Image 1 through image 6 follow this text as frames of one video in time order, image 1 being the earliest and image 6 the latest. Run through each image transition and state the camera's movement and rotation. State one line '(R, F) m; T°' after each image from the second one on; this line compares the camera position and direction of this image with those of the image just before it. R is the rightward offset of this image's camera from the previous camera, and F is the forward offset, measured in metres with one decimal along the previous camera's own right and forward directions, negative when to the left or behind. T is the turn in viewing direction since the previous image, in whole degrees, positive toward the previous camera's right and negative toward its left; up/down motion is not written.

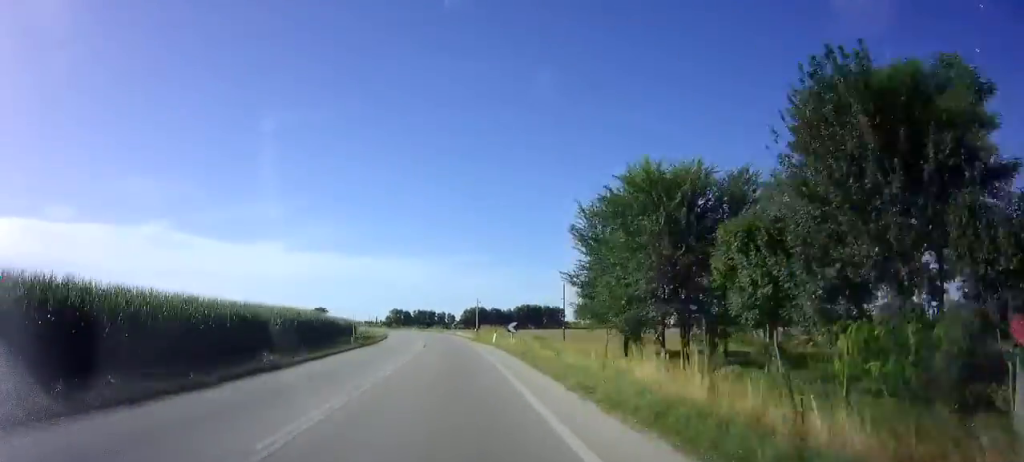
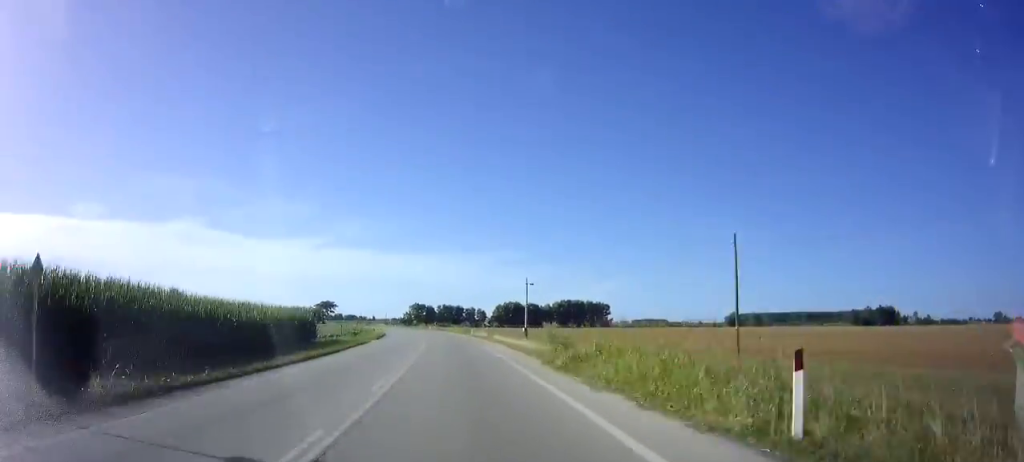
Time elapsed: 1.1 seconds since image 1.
(-0.7, +33.2) m; -3°
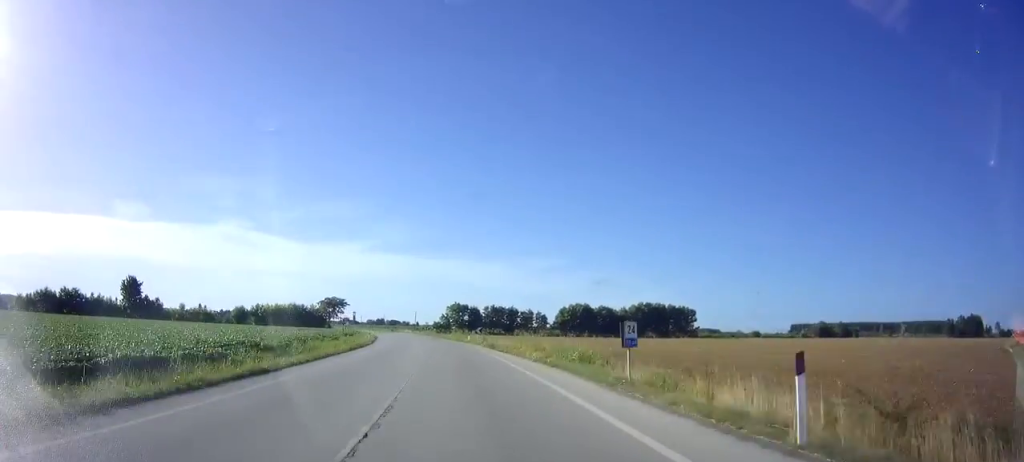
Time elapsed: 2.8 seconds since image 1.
(-1.9, +50.3) m; -4°
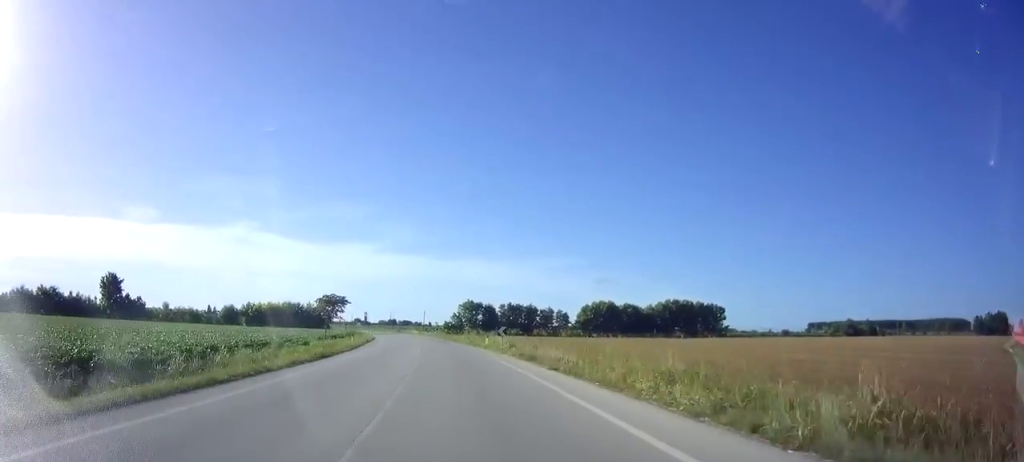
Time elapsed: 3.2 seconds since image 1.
(-0.3, +14.2) m; -2°
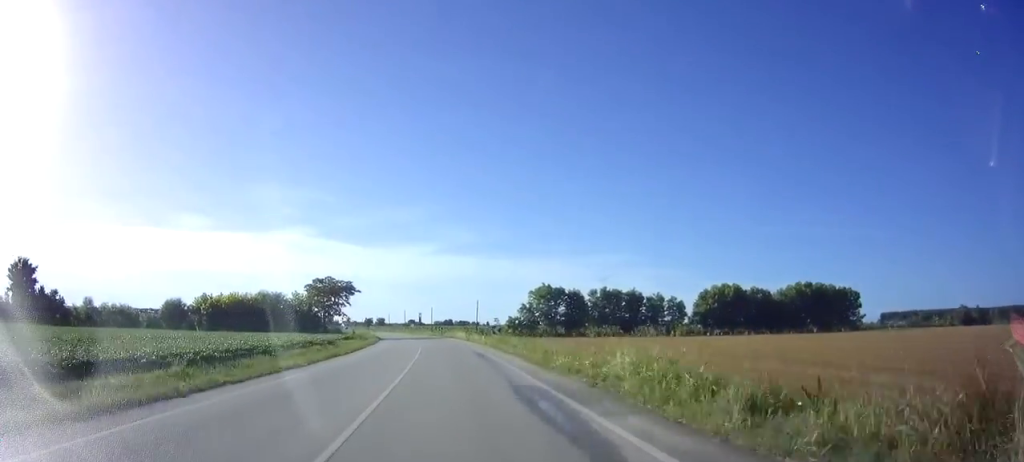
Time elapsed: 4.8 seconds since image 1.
(-2.3, +47.7) m; -6°
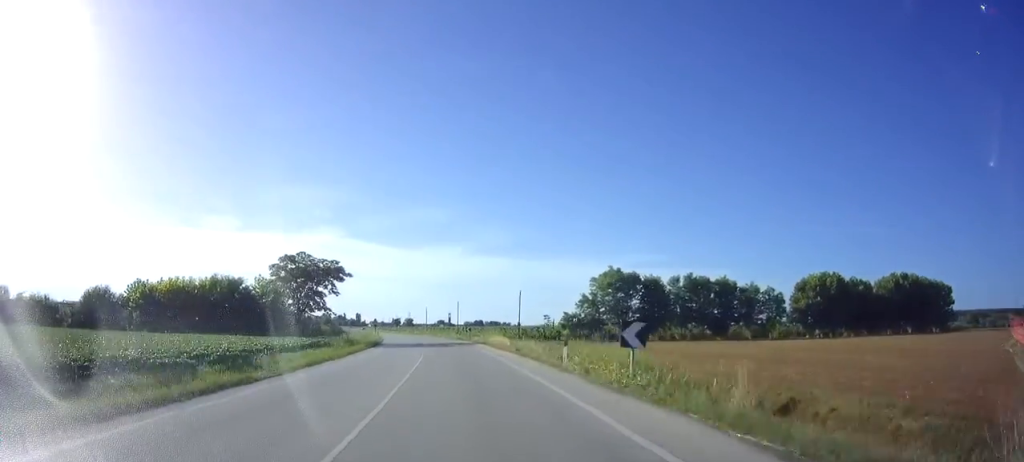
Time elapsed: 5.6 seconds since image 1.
(-0.6, +25.6) m; -3°
